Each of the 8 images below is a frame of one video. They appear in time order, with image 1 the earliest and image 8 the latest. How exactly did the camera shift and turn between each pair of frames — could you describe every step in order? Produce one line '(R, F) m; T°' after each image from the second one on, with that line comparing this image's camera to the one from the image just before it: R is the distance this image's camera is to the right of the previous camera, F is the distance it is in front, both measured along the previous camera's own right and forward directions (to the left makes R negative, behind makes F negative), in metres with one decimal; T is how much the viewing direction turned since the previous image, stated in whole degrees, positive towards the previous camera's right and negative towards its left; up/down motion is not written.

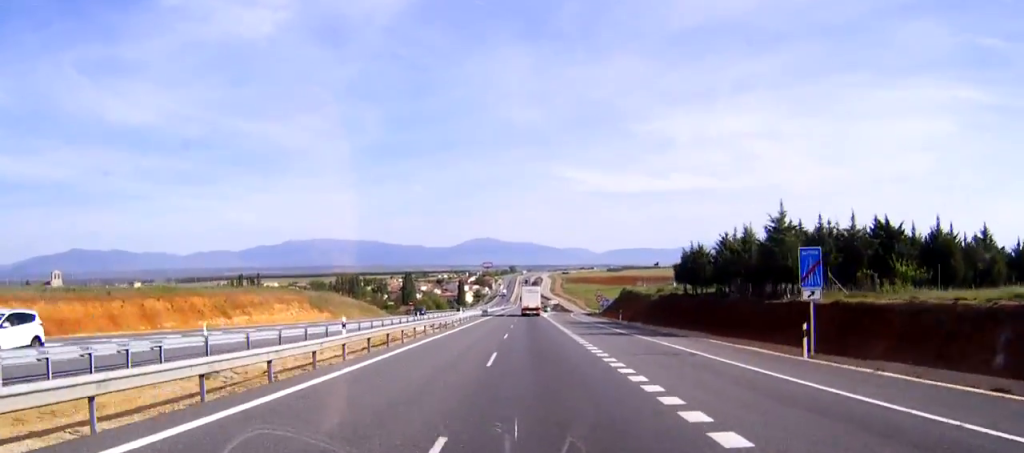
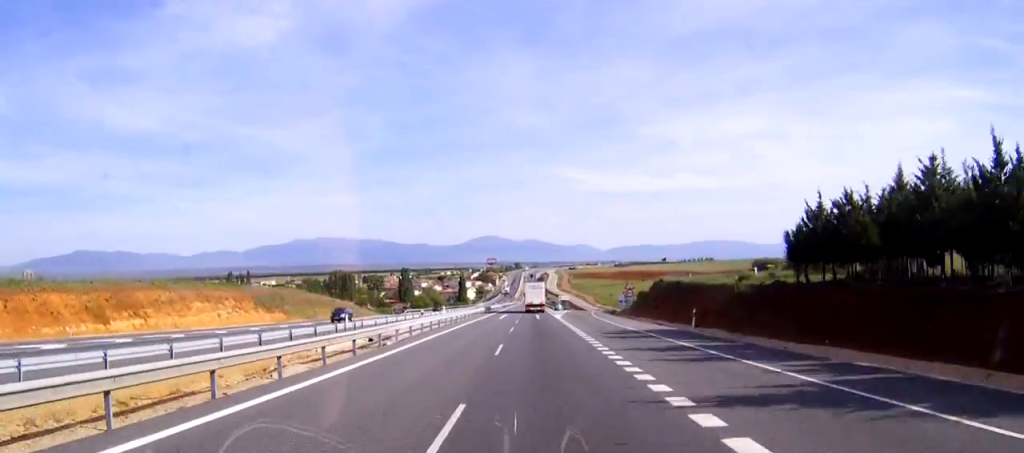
(+0.1, +31.0) m; 0°
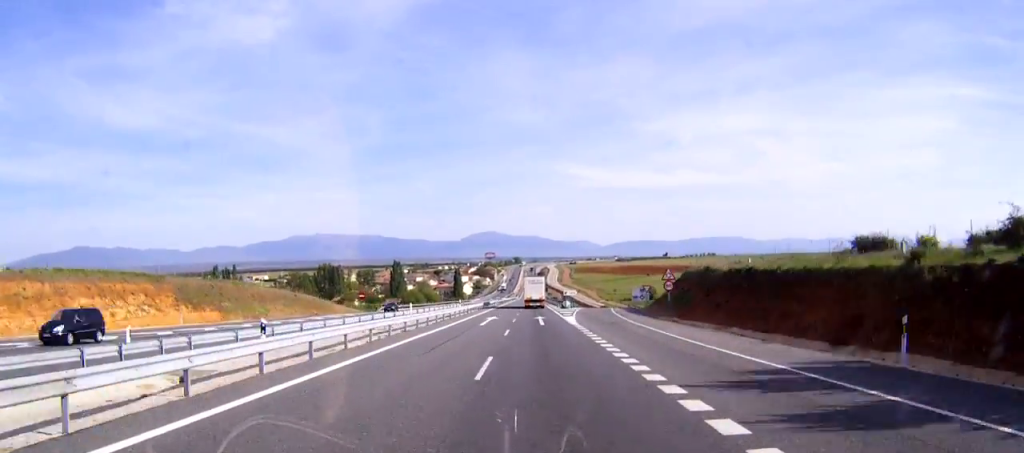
(0.0, +25.2) m; 0°
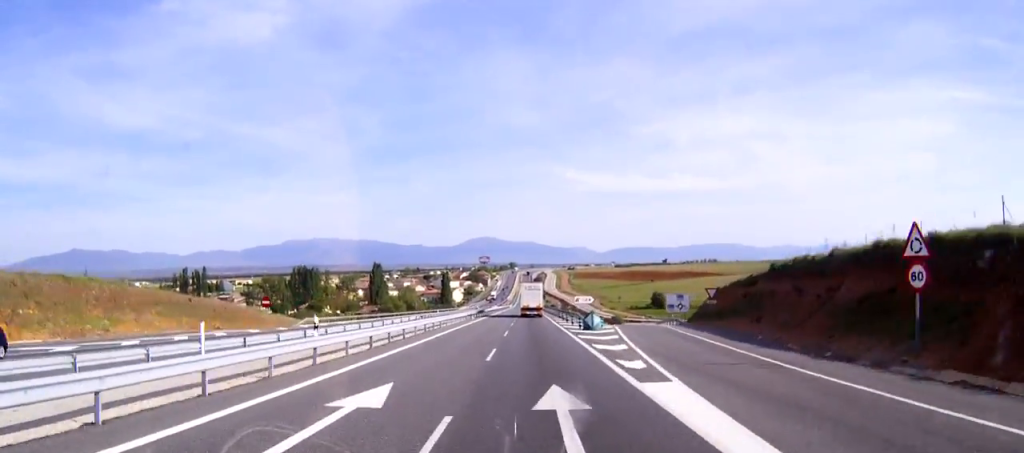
(0.0, +42.8) m; 0°
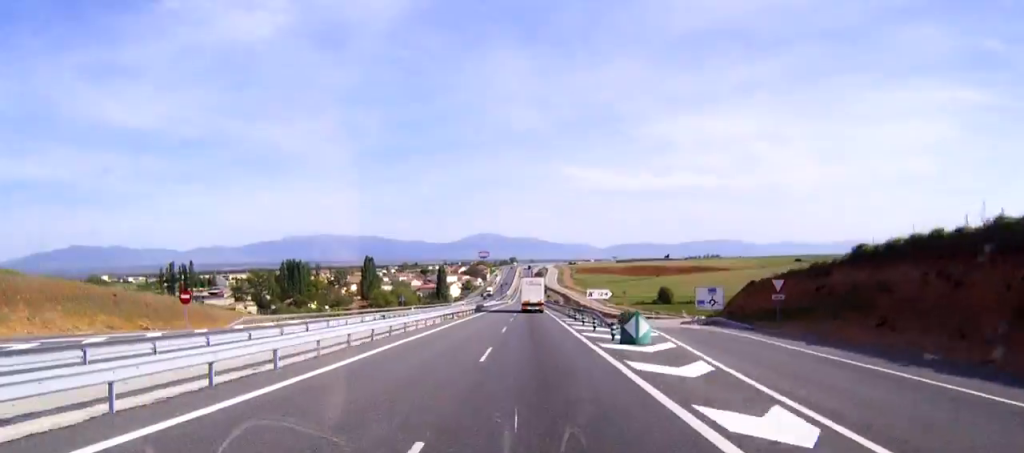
(0.0, +19.5) m; 0°
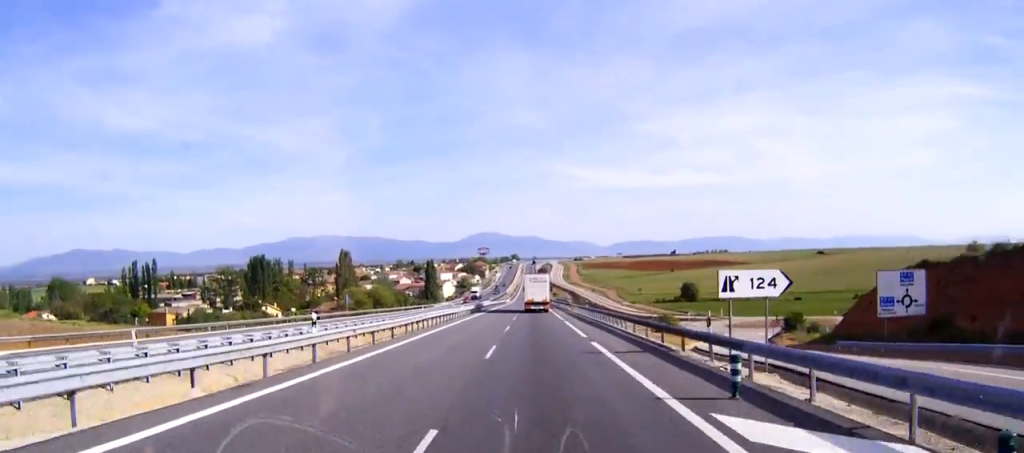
(+0.1, +49.8) m; 0°
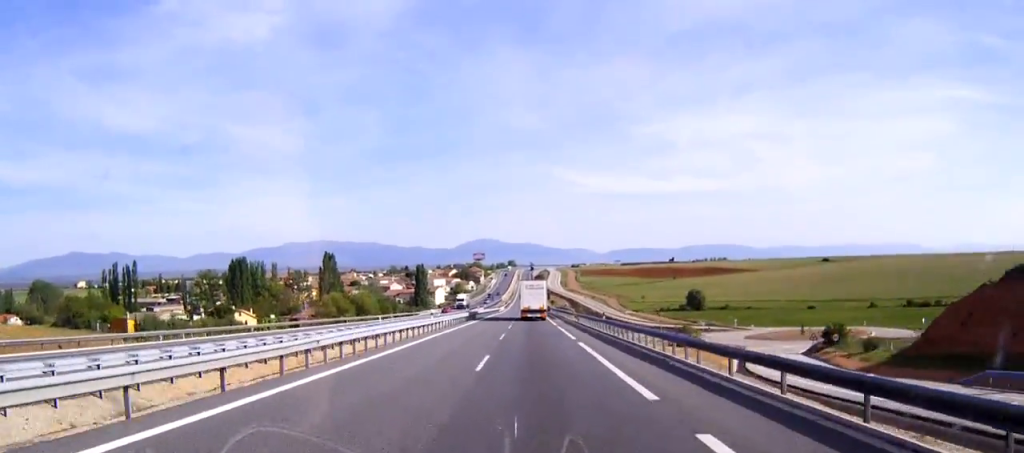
(0.0, +18.6) m; 0°
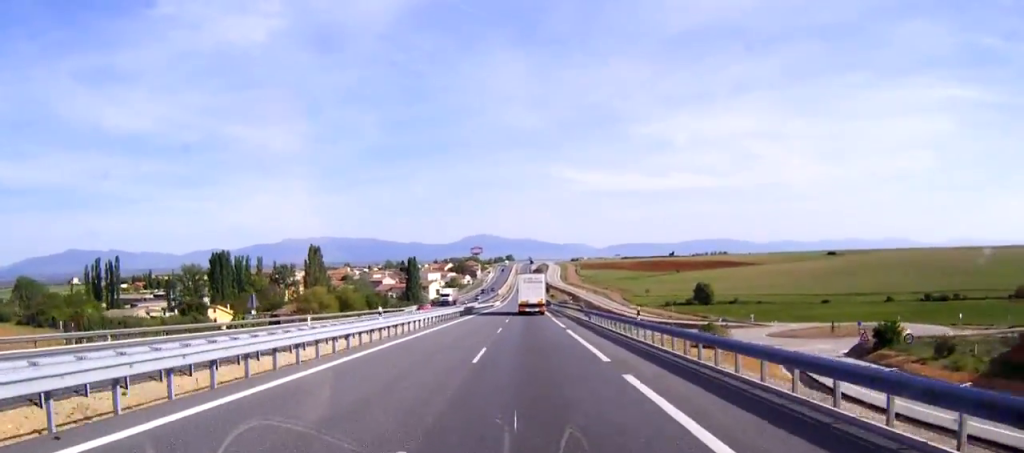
(0.0, +16.7) m; 0°
